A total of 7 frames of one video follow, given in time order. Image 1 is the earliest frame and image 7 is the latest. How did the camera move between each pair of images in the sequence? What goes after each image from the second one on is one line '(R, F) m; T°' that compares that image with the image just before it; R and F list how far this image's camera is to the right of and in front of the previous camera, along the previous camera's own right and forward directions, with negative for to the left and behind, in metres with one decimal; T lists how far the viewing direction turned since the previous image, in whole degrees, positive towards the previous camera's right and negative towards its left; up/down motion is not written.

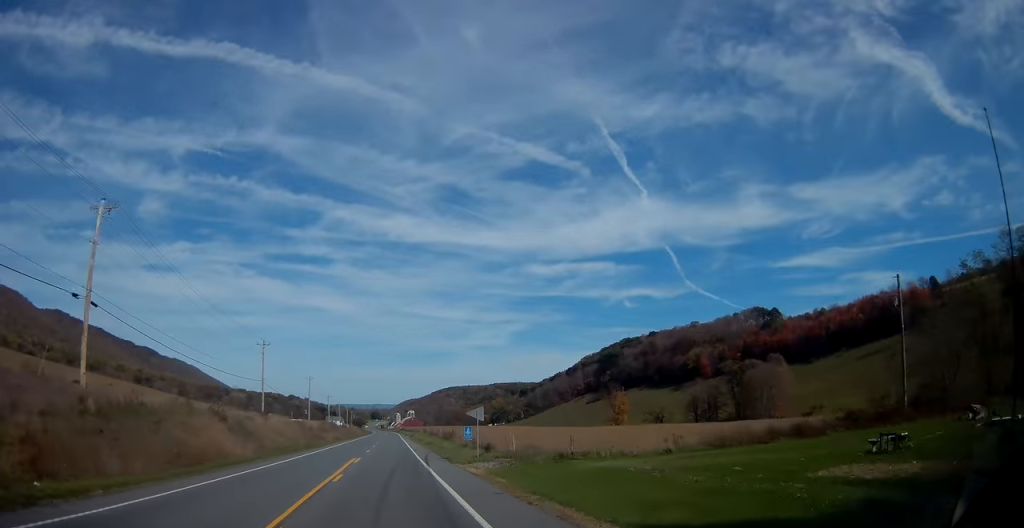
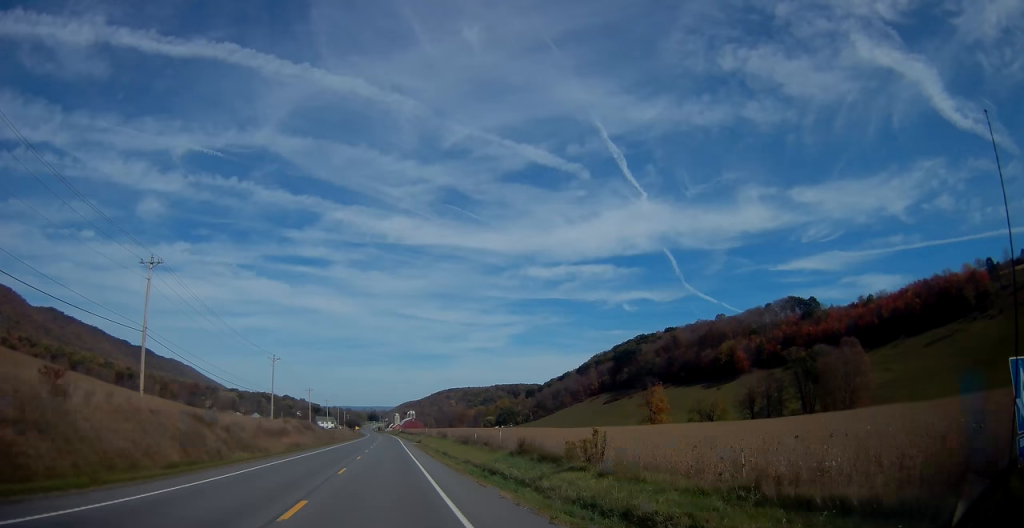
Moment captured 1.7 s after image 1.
(+0.2, +44.0) m; 0°
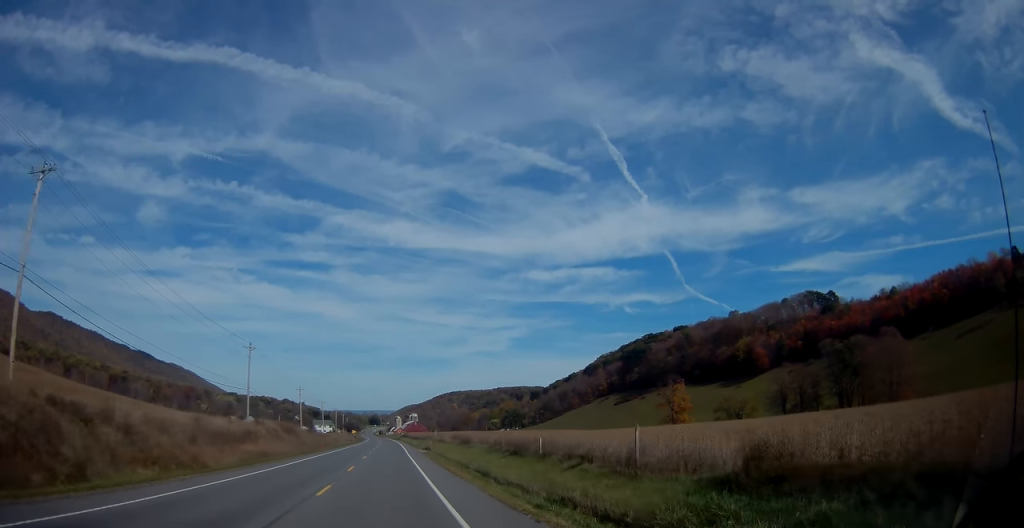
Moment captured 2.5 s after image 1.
(0.0, +18.6) m; 0°
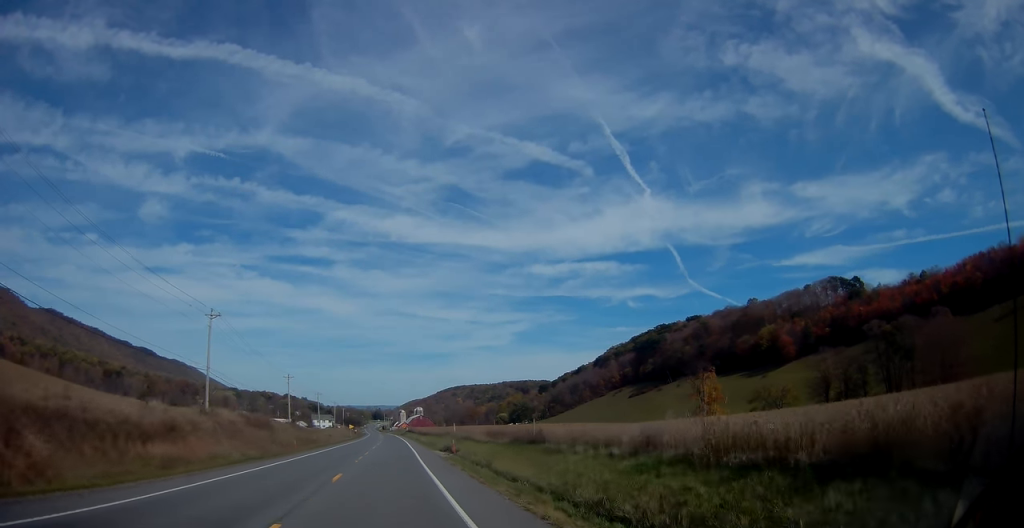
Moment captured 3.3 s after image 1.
(+0.2, +21.2) m; 0°
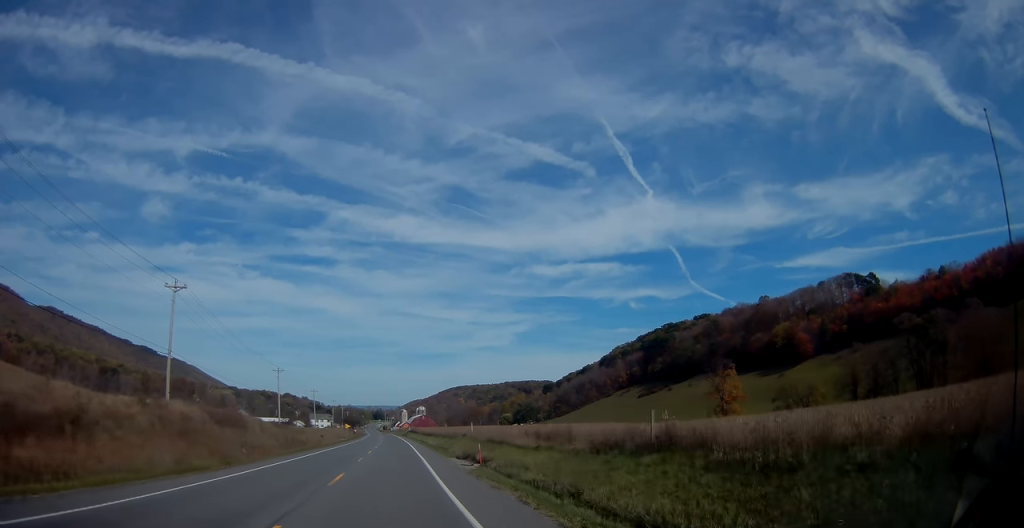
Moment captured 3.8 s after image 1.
(-0.2, +12.7) m; 0°
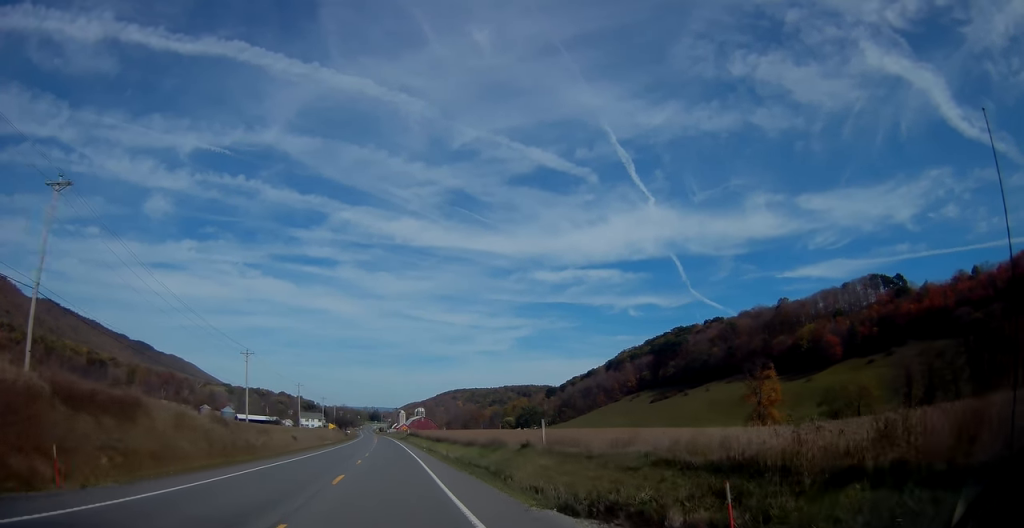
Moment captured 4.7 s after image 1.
(-0.2, +23.7) m; 0°
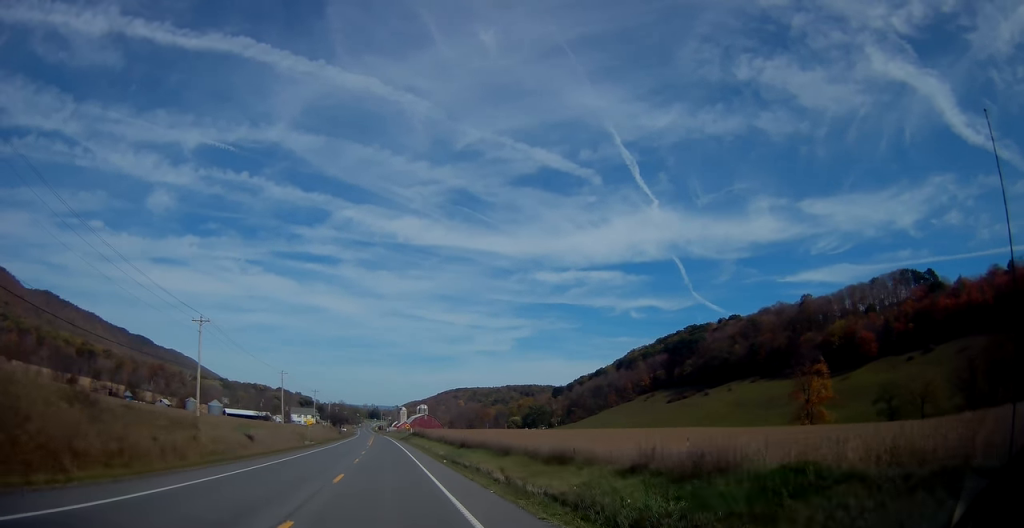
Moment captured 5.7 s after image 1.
(+0.1, +23.7) m; 0°
